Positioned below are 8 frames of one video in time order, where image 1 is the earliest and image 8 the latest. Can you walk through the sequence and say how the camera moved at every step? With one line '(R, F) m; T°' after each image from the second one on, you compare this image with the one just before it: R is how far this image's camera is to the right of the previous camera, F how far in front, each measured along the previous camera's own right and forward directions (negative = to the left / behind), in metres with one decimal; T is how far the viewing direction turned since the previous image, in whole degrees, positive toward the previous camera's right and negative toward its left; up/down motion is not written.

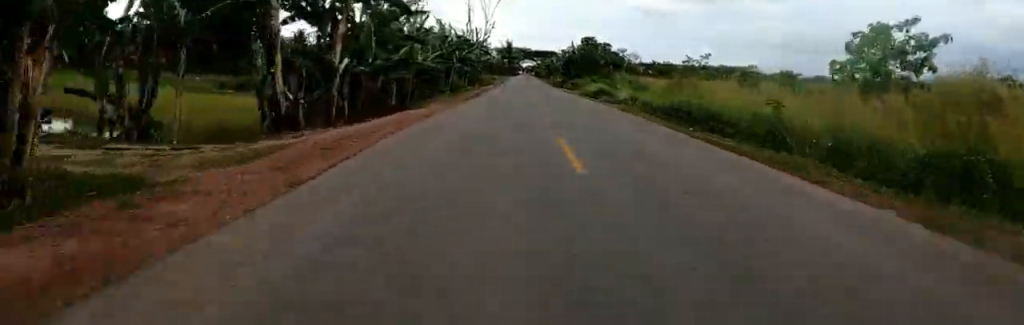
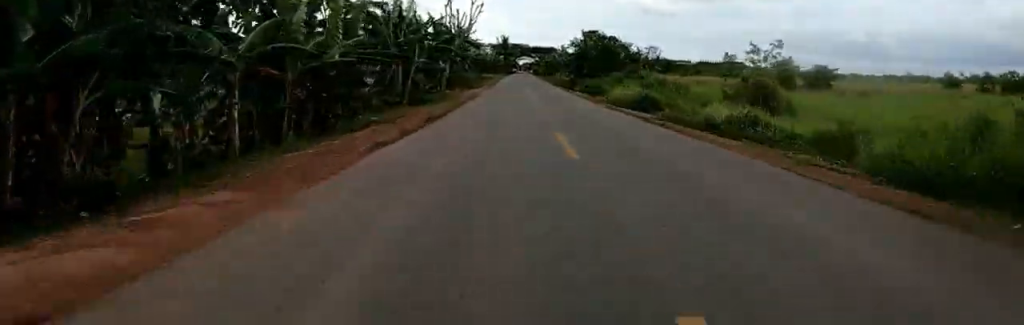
(-0.1, +15.3) m; -1°
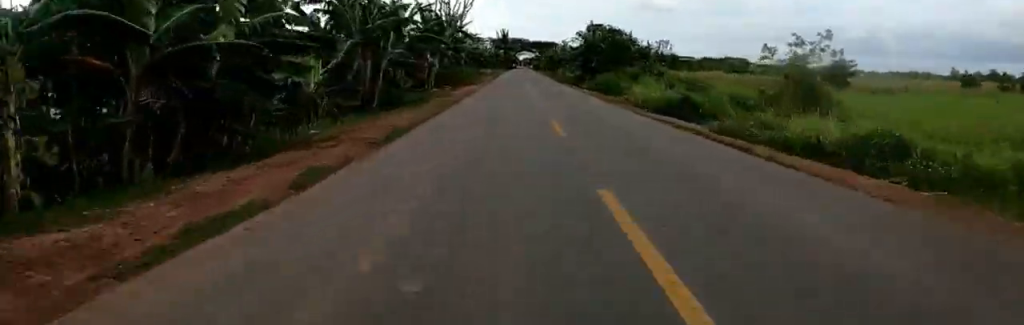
(0.0, +5.6) m; 0°
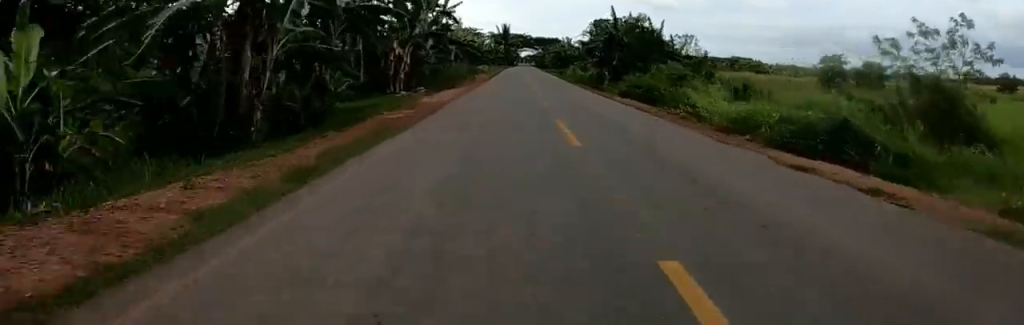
(0.0, +9.9) m; +1°
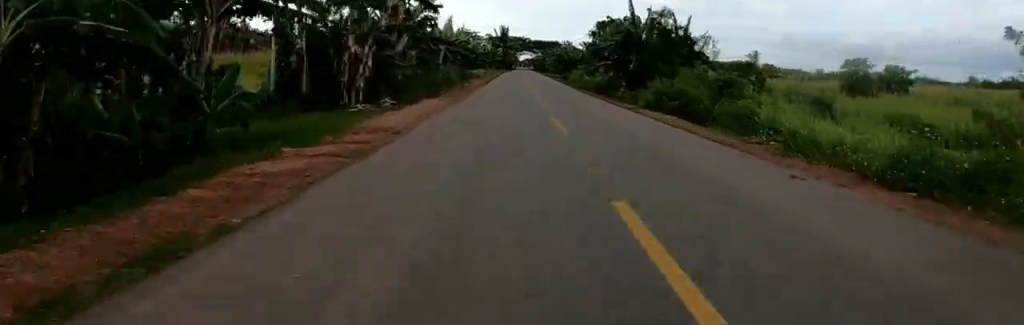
(+0.1, +6.2) m; +1°
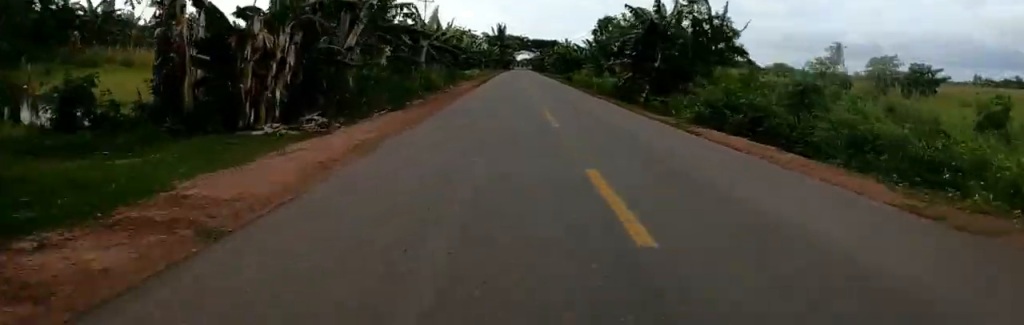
(+0.1, +6.8) m; +1°
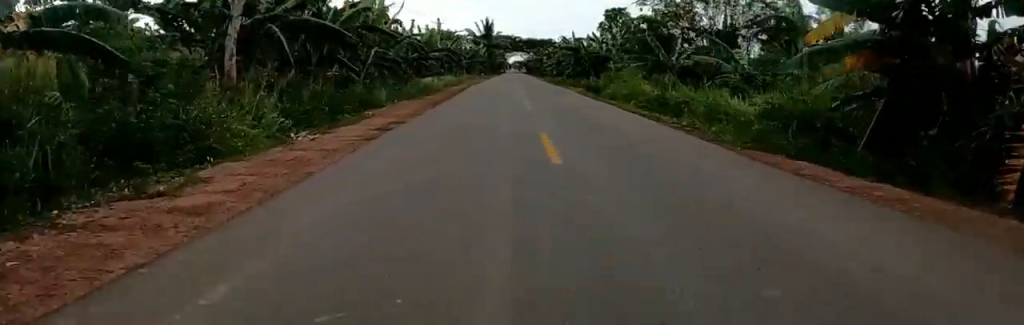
(-0.1, +21.6) m; -1°
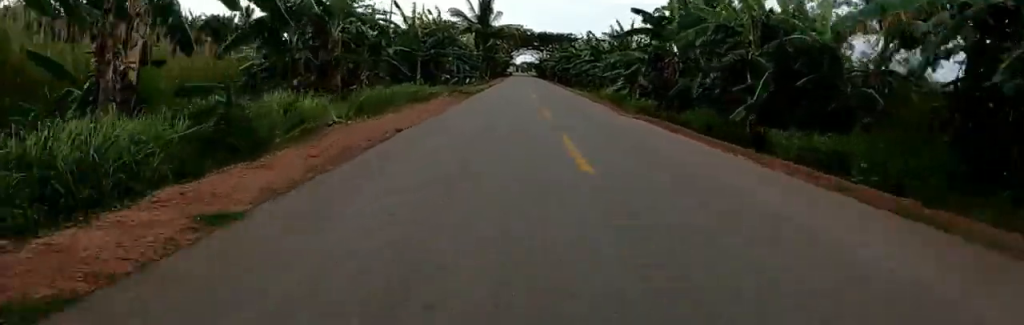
(0.0, +39.5) m; 0°
